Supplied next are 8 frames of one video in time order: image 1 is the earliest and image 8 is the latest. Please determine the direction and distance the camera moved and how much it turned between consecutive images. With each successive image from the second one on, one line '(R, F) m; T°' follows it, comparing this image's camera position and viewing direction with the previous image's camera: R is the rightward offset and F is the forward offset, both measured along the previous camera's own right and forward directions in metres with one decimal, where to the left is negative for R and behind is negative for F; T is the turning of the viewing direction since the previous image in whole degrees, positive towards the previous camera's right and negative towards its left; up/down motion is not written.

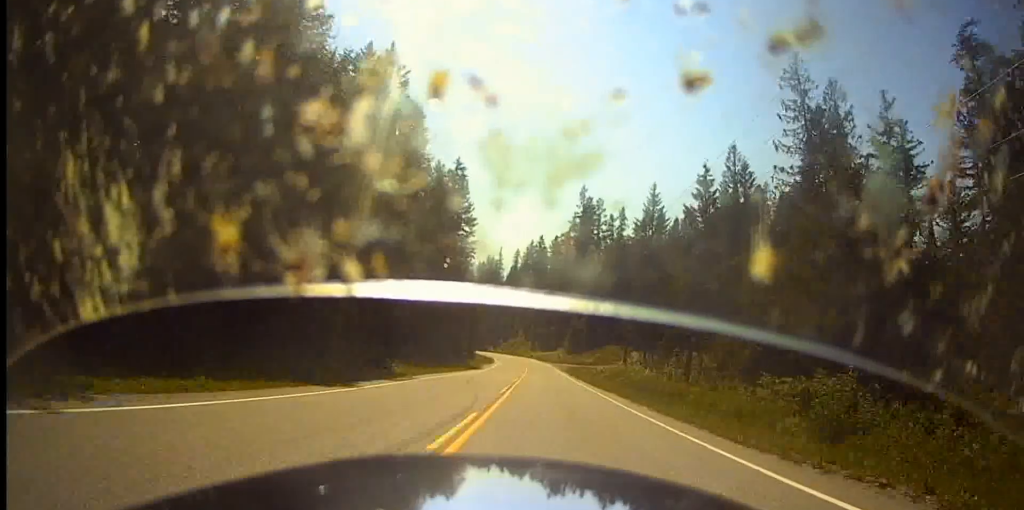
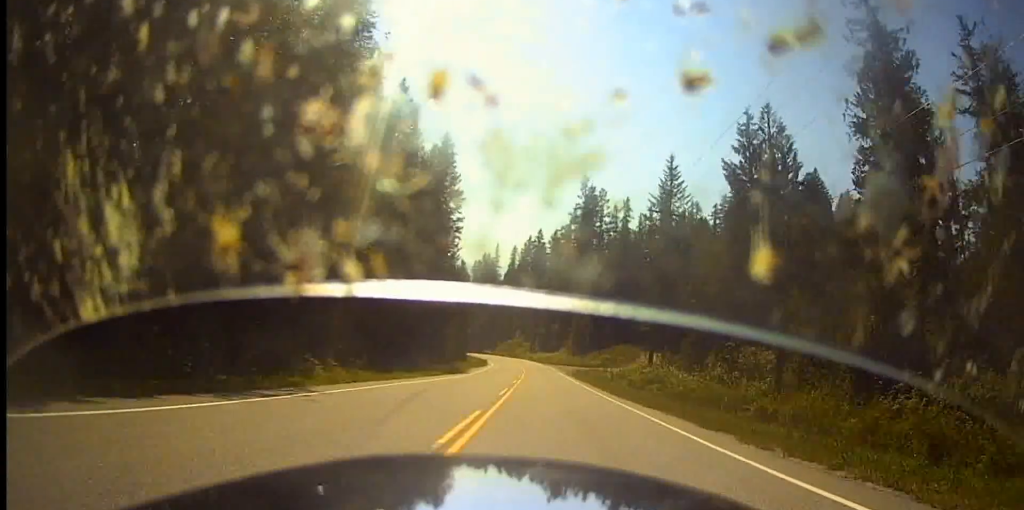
(-0.1, +12.8) m; 0°
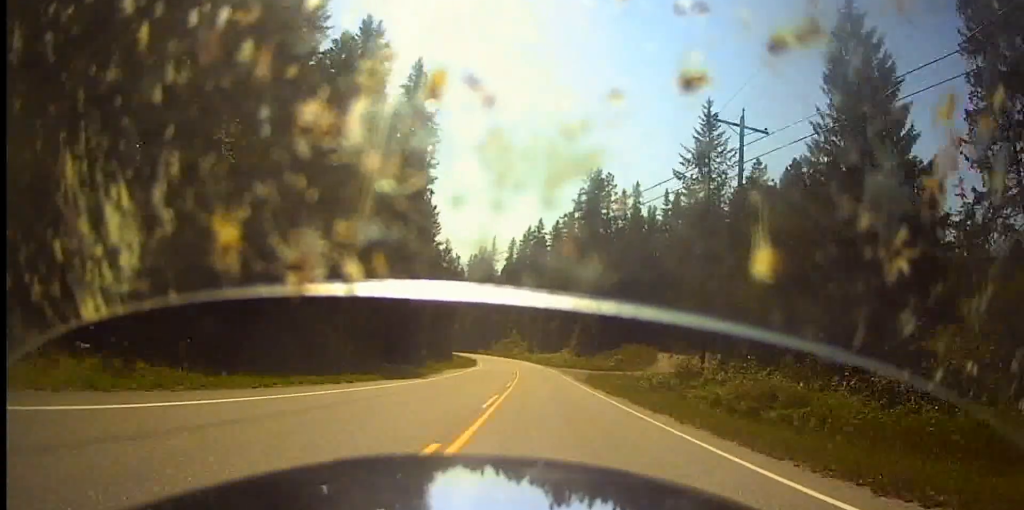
(-0.1, +17.4) m; 0°
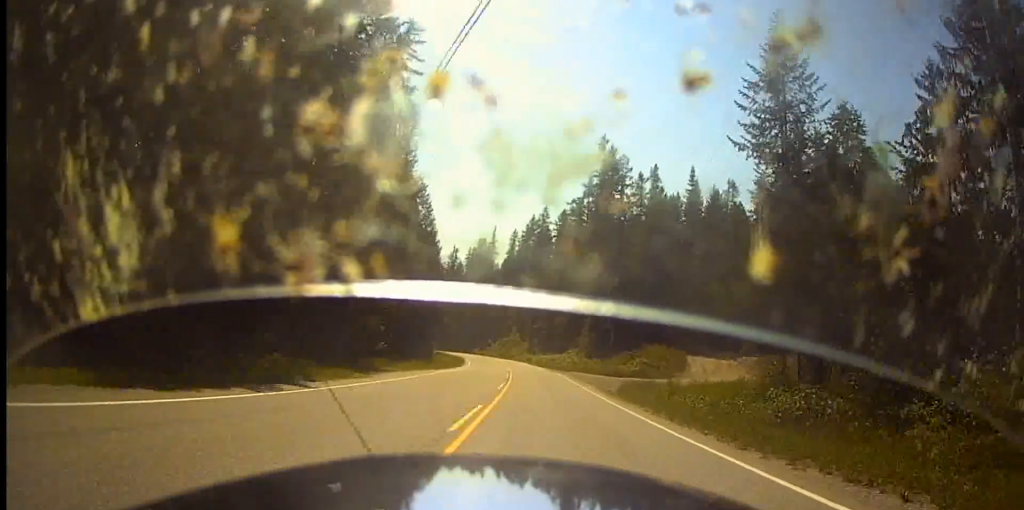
(+0.2, +17.8) m; 0°
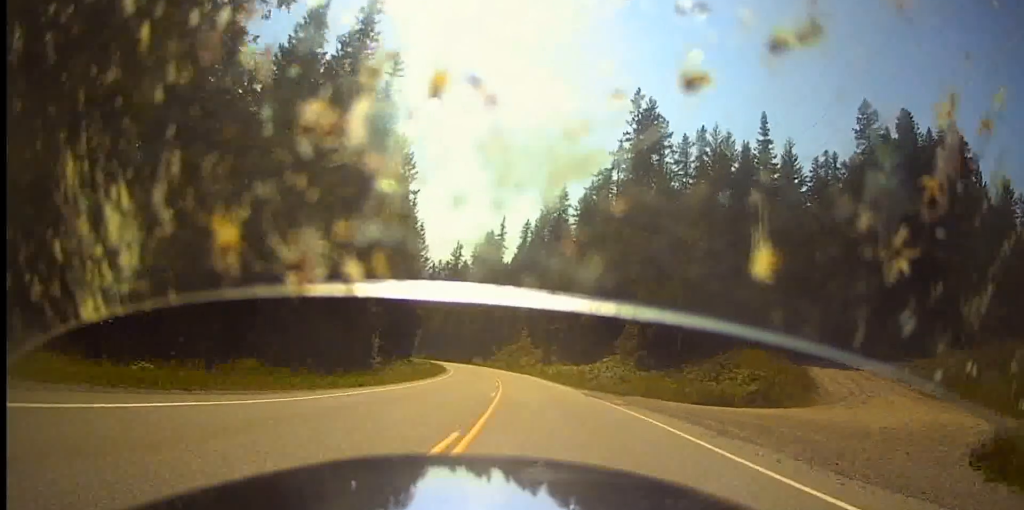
(-0.3, +31.0) m; -3°
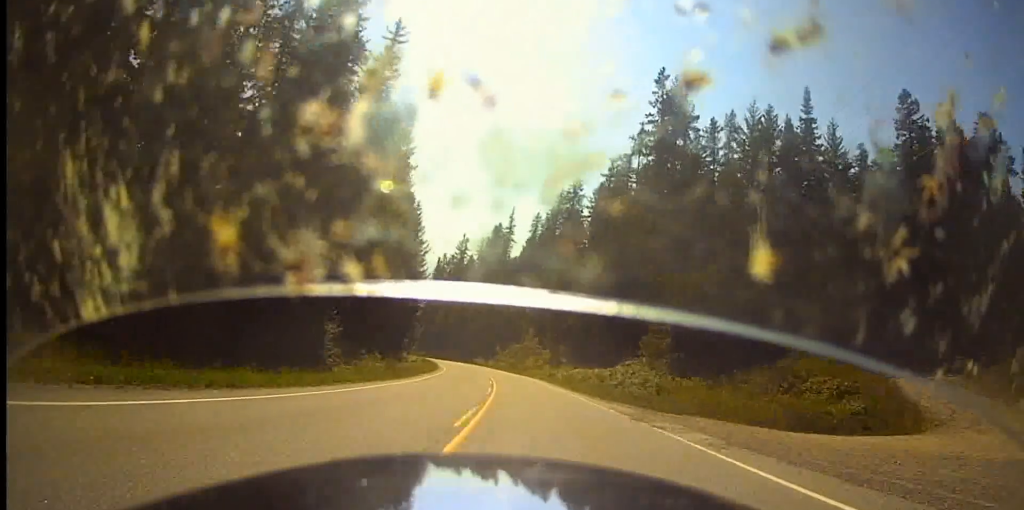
(-0.2, +10.6) m; -2°
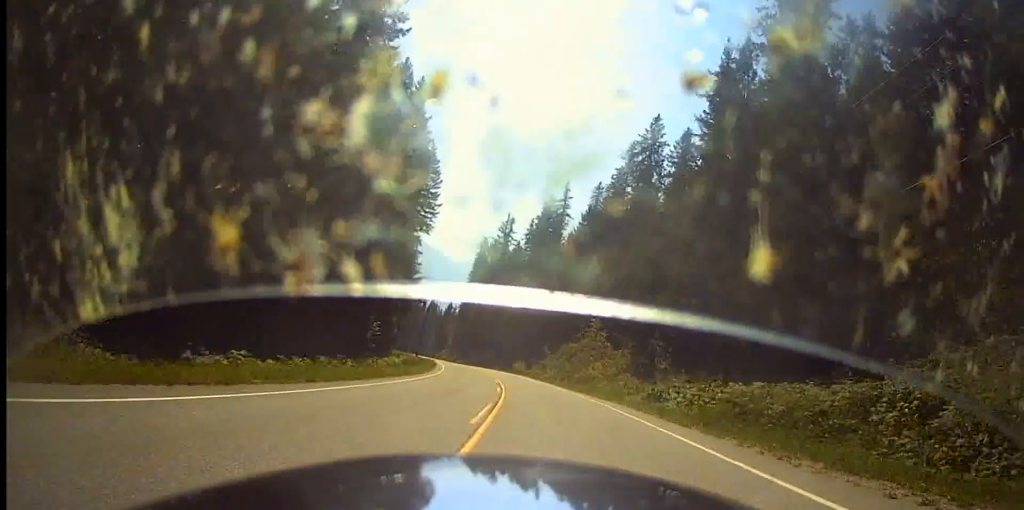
(-2.3, +35.8) m; -7°
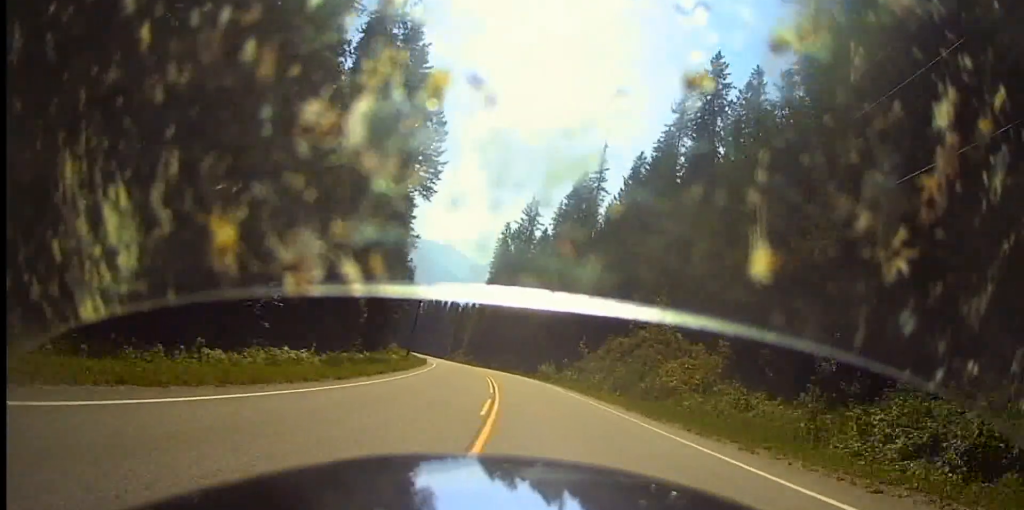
(-0.7, +22.8) m; -3°
